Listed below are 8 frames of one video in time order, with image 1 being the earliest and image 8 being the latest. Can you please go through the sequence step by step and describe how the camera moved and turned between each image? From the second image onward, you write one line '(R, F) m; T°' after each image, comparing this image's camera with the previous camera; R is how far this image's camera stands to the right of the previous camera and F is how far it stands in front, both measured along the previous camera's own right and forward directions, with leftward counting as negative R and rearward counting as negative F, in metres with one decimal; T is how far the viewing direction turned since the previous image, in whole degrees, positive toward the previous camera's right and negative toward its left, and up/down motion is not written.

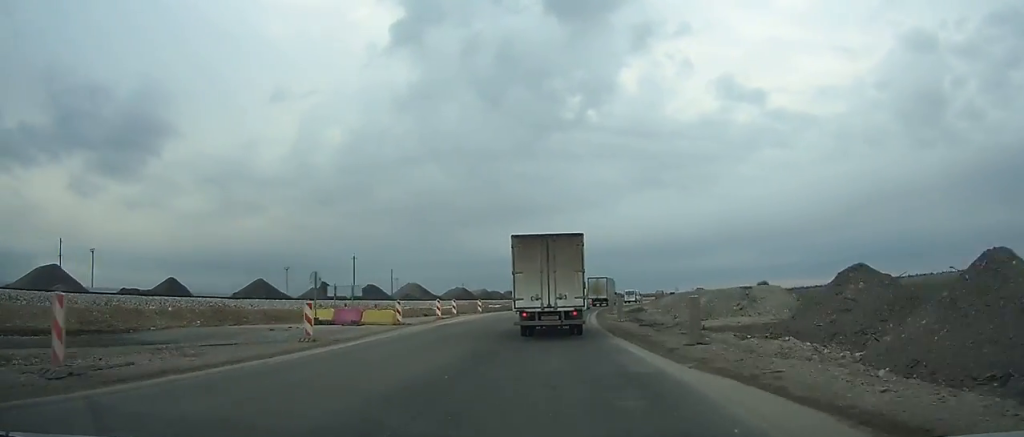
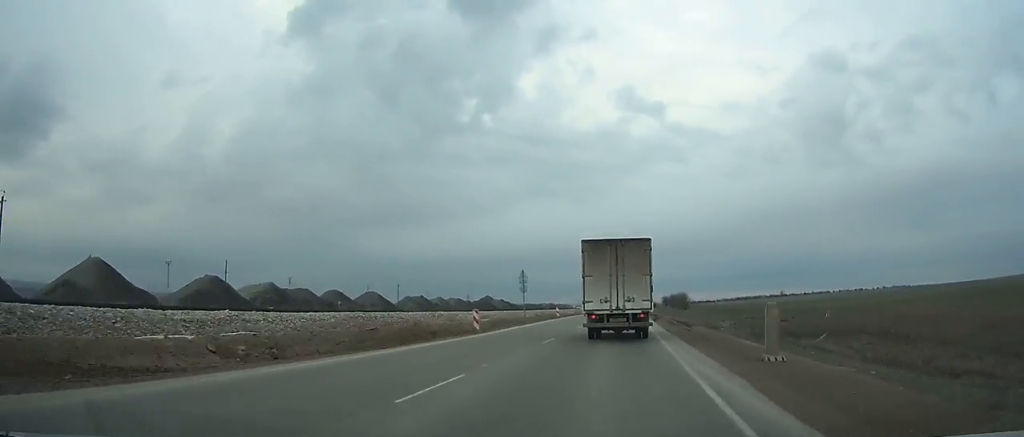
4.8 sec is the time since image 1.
(+3.1, +65.6) m; +9°
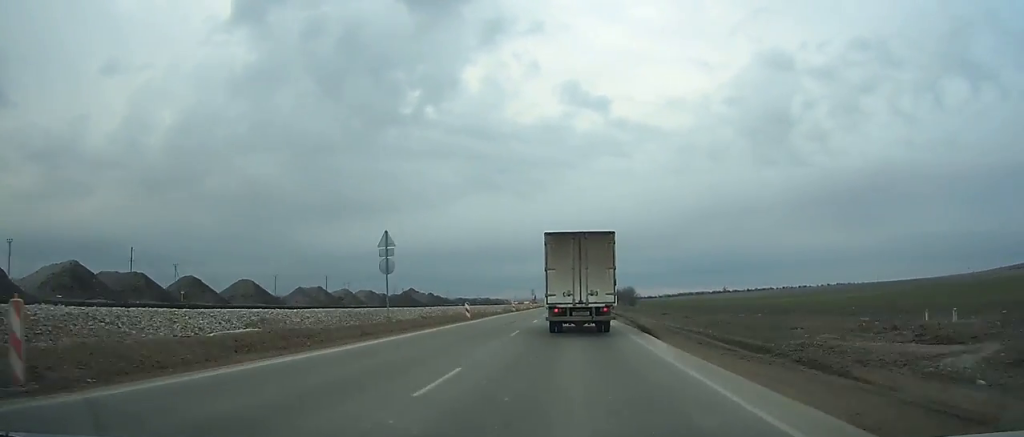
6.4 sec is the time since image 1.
(+1.3, +22.7) m; +3°
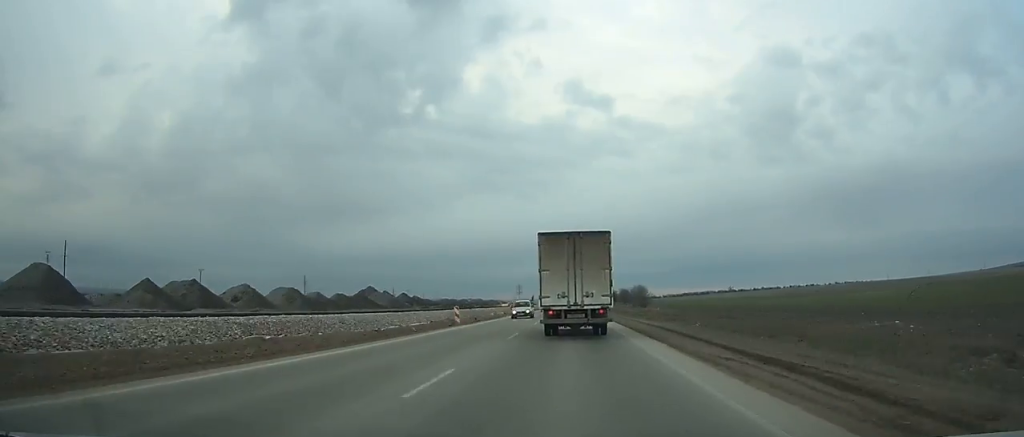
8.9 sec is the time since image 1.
(+0.9, +35.6) m; +2°
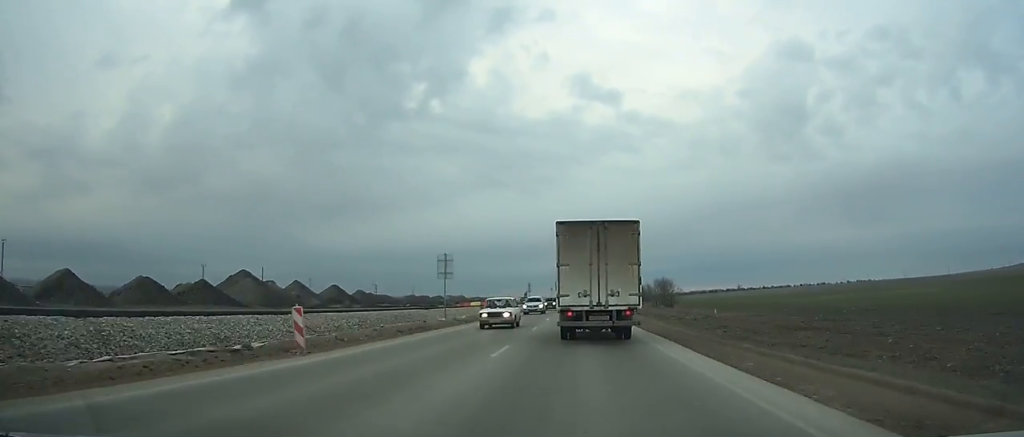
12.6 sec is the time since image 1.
(+0.2, +51.9) m; 0°
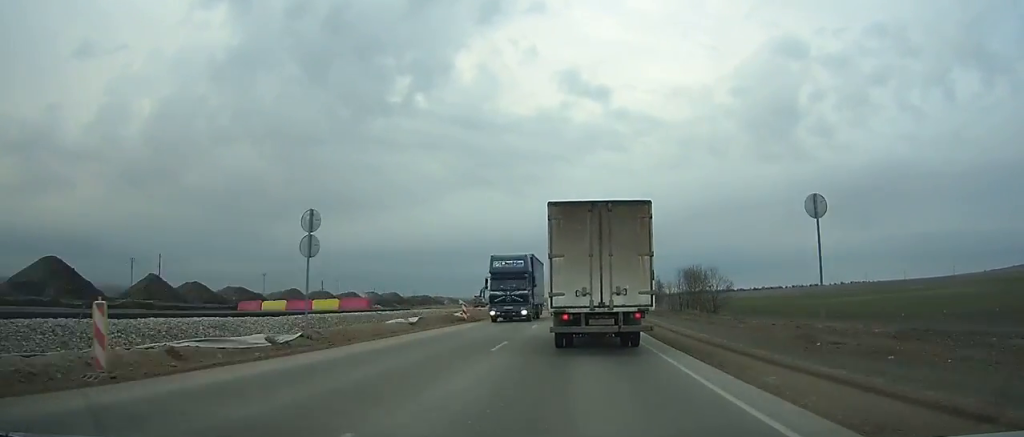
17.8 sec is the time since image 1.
(+1.3, +68.5) m; +2°
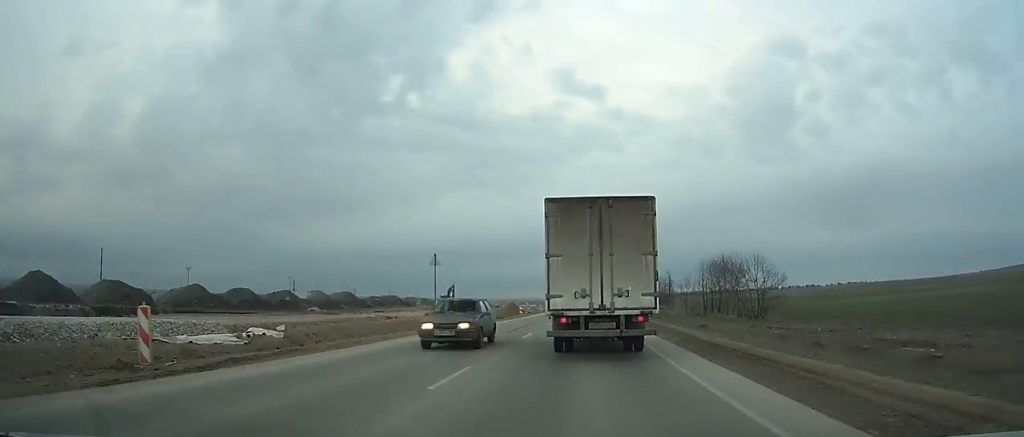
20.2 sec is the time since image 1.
(+0.3, +30.6) m; +1°
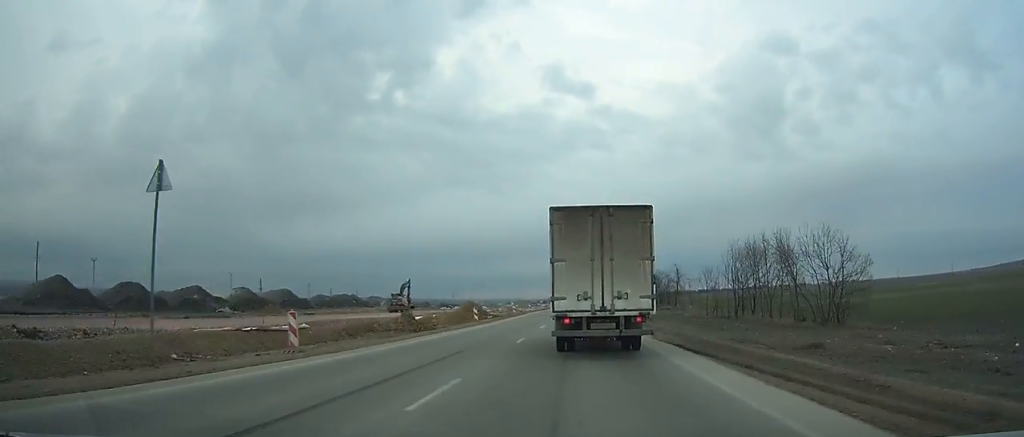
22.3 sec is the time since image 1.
(+0.1, +26.7) m; 0°
